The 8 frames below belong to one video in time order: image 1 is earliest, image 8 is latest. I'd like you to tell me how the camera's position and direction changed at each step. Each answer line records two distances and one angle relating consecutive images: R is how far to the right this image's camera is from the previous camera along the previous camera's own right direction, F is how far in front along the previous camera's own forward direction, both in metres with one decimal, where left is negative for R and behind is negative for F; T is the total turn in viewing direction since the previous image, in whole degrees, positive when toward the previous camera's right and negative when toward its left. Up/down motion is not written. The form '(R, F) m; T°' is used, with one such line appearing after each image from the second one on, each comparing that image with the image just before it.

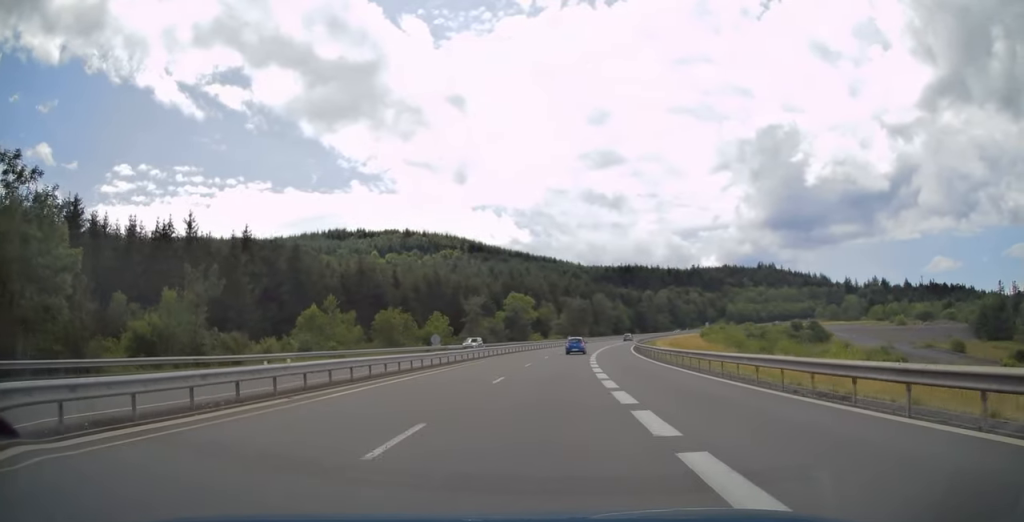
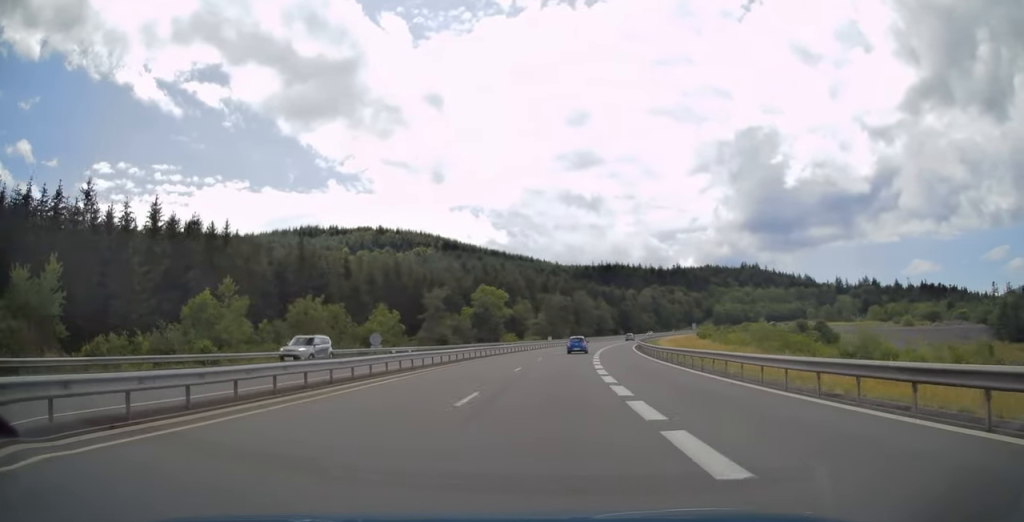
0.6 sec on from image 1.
(+0.1, +20.7) m; +1°
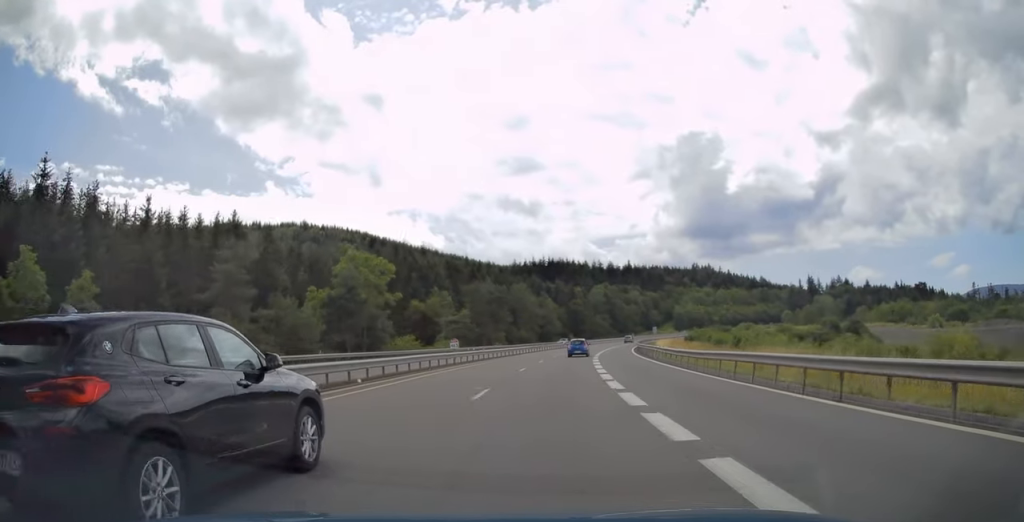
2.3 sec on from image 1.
(+2.7, +52.7) m; +6°
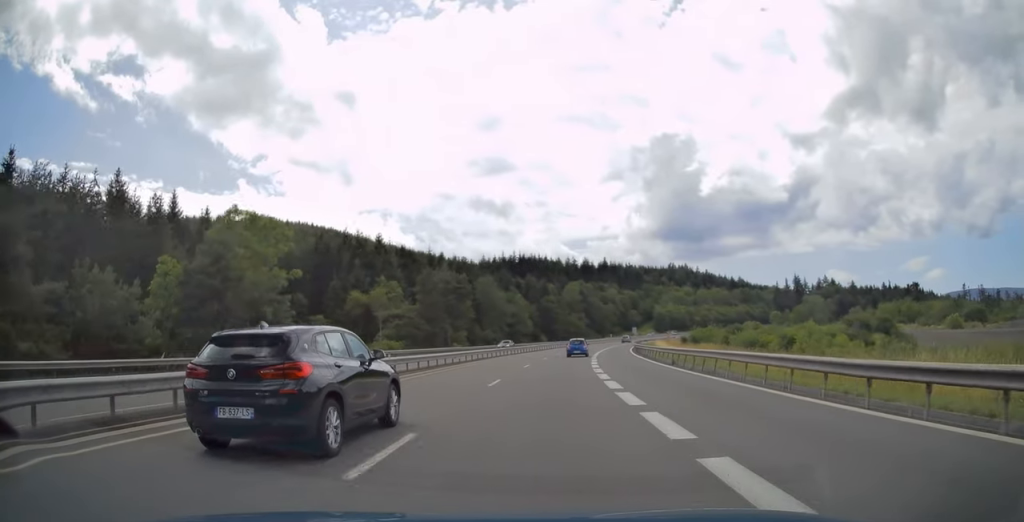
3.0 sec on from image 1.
(+0.6, +24.0) m; +2°
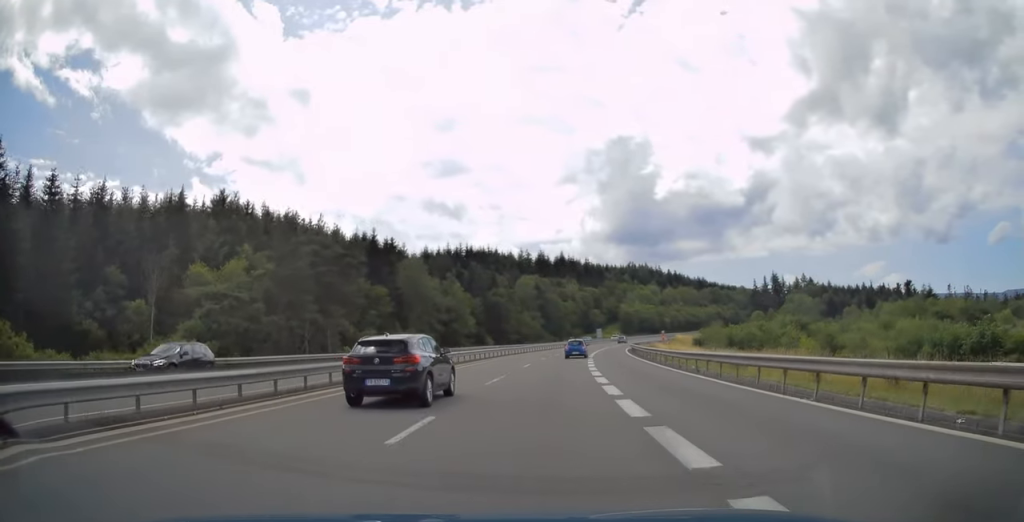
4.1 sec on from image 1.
(+1.1, +38.6) m; +4°
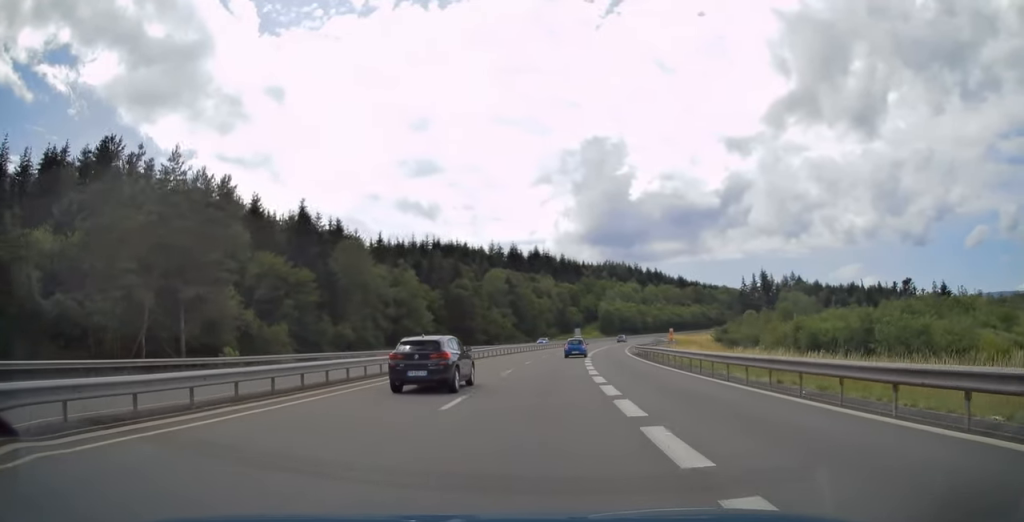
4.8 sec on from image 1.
(+0.4, +21.0) m; +3°
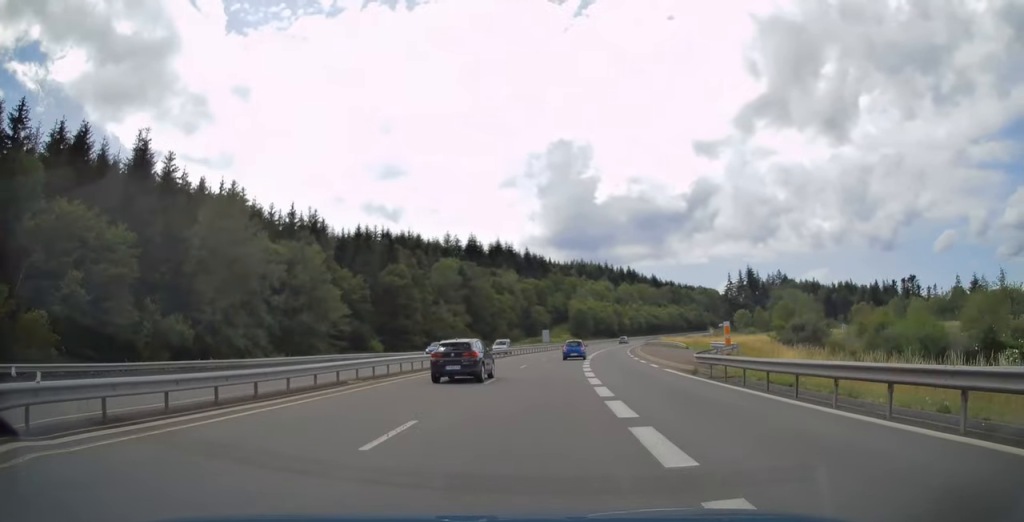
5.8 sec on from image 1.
(+1.3, +30.1) m; +4°
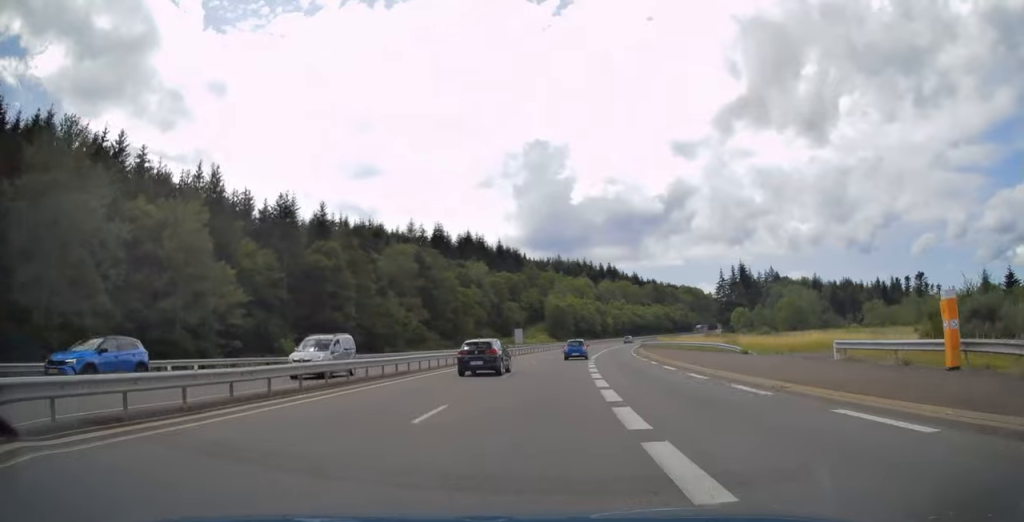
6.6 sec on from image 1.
(+0.6, +24.3) m; +2°
